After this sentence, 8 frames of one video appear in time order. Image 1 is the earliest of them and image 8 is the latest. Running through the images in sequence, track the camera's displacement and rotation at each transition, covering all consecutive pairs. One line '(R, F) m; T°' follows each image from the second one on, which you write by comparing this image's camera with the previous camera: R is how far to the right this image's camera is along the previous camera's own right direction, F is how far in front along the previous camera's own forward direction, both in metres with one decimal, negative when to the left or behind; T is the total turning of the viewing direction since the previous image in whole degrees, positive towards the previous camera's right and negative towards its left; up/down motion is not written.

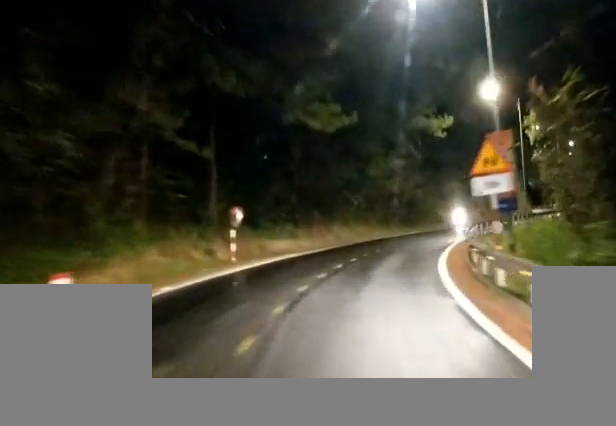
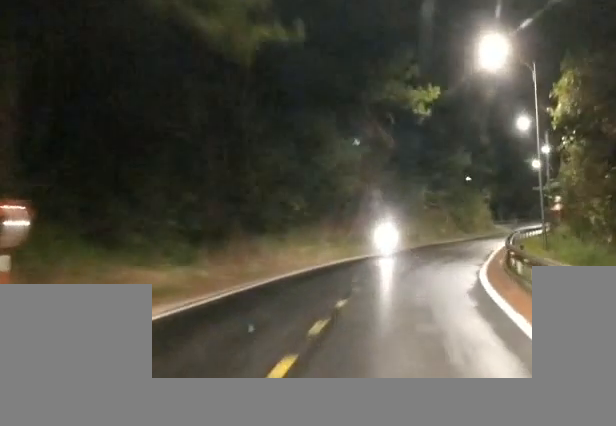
(0.0, +15.4) m; 0°
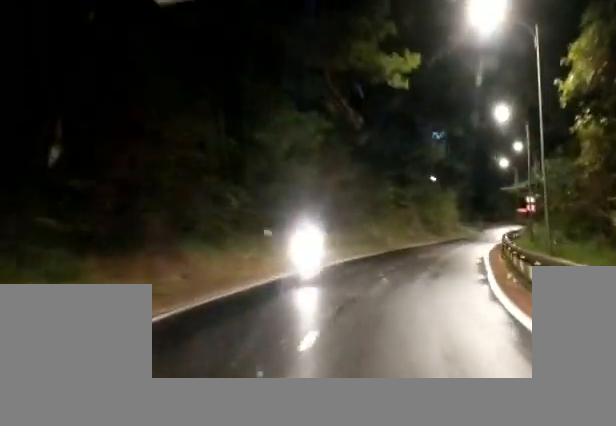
(0.0, +6.8) m; 0°
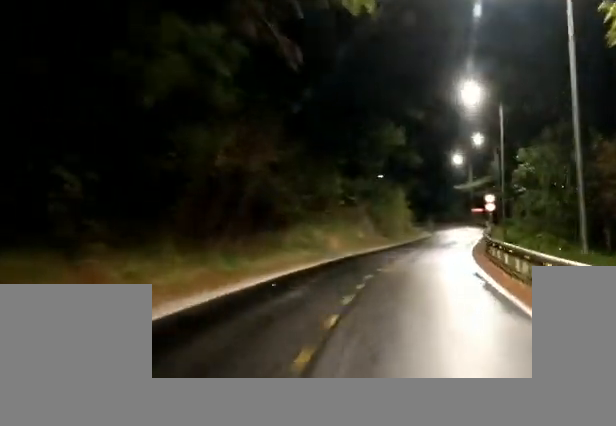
(0.0, +9.4) m; 0°
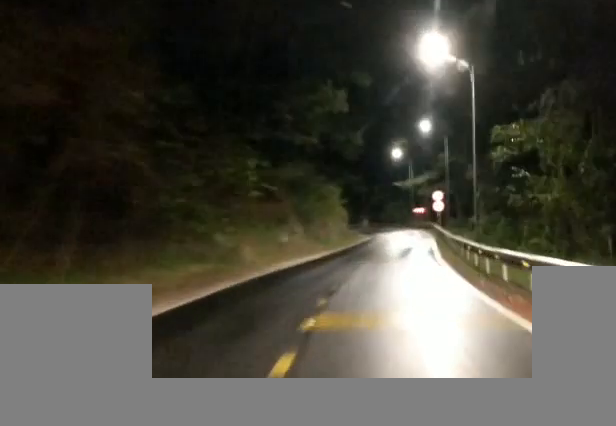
(0.0, +11.2) m; 0°
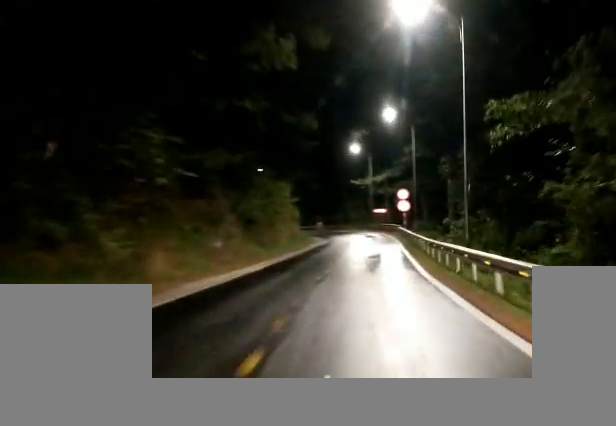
(0.0, +8.0) m; 0°
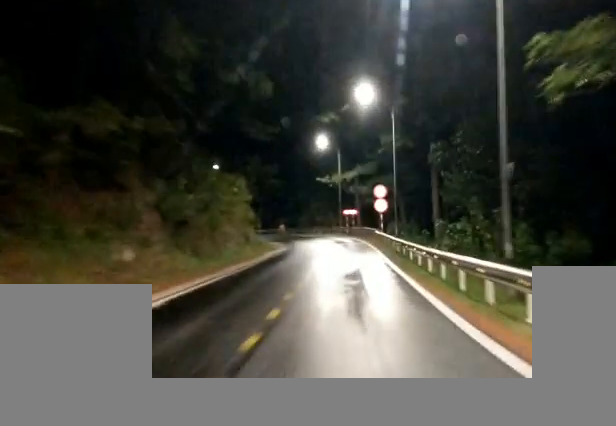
(0.0, +9.8) m; 0°
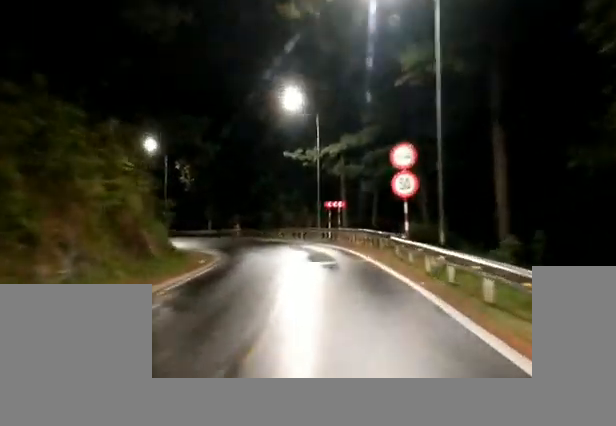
(0.0, +22.3) m; 0°
